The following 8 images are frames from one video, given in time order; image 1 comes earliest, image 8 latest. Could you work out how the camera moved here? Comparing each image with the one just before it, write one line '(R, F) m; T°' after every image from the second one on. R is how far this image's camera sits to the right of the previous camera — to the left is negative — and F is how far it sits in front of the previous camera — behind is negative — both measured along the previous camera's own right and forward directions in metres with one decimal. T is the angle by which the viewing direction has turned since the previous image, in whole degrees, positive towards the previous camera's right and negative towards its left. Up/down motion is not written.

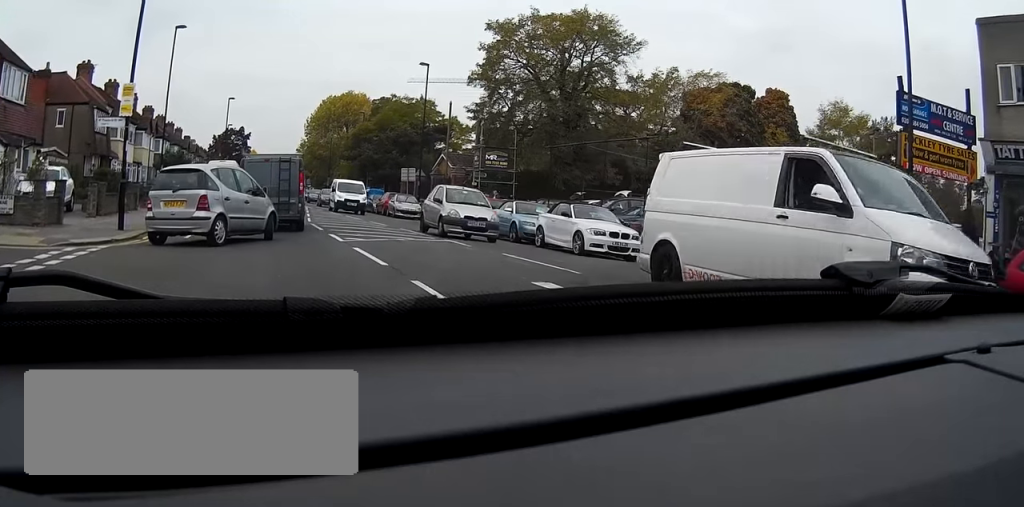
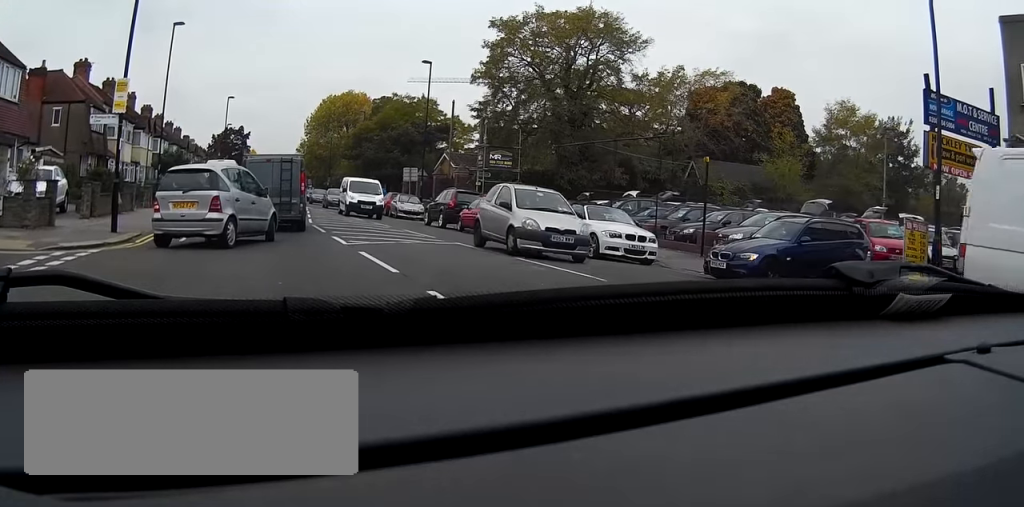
(+0.1, +0.8) m; 0°
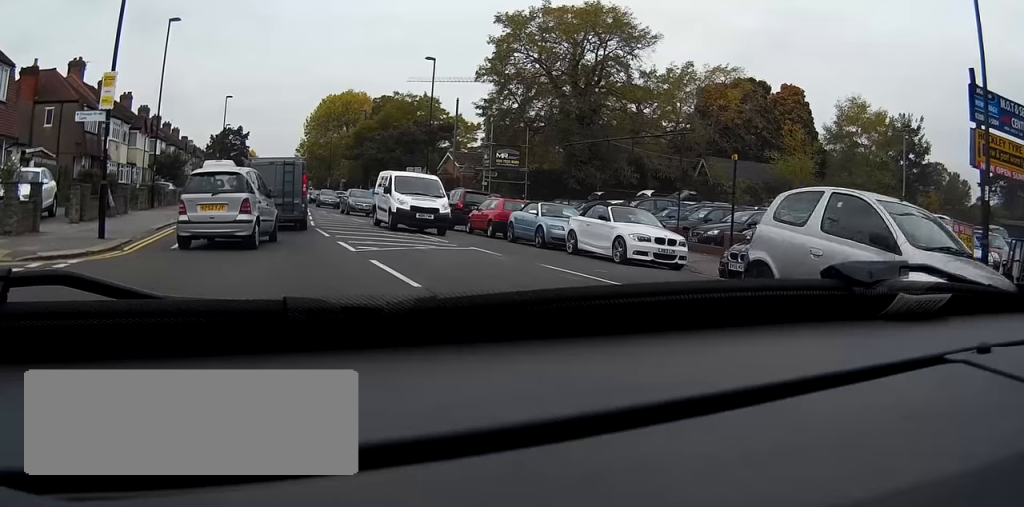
(0.0, +1.4) m; 0°
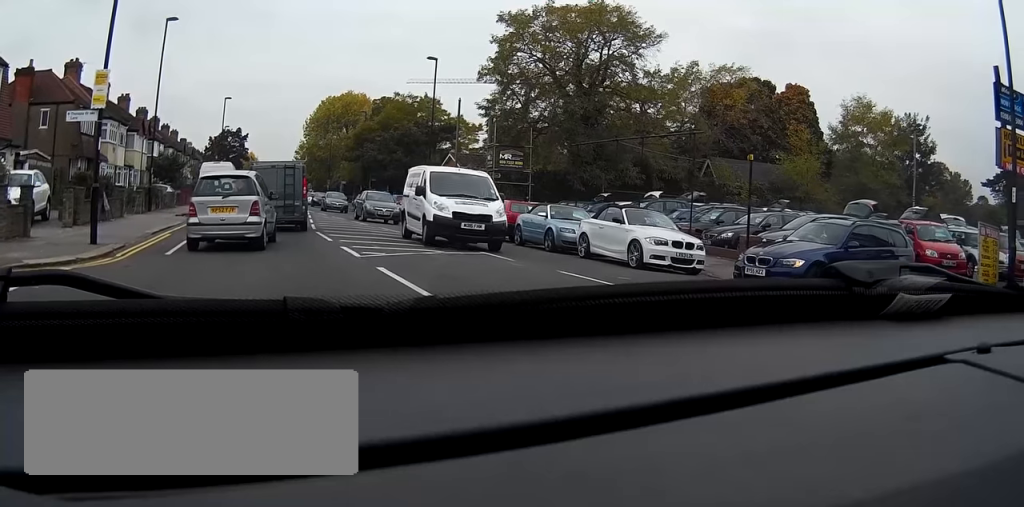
(0.0, +0.7) m; +1°
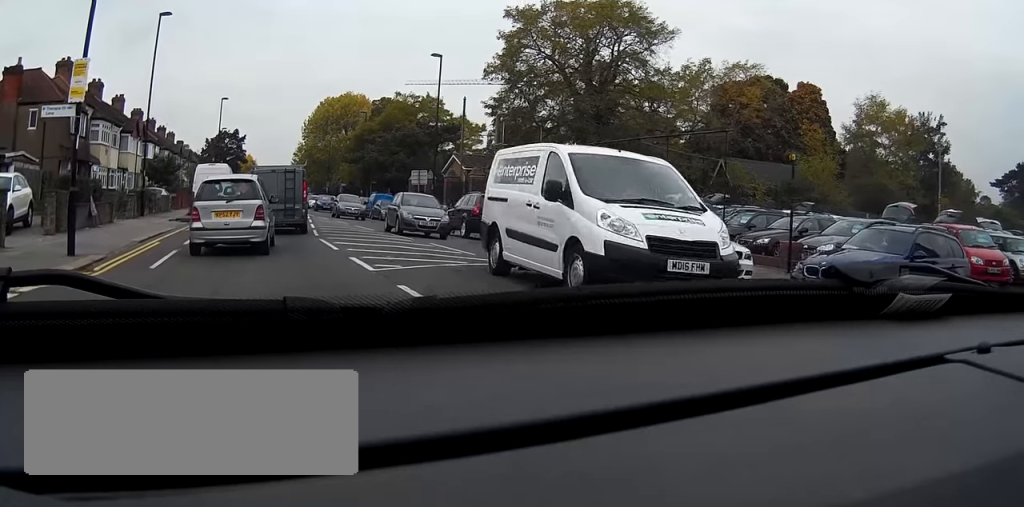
(+0.2, +1.4) m; +4°
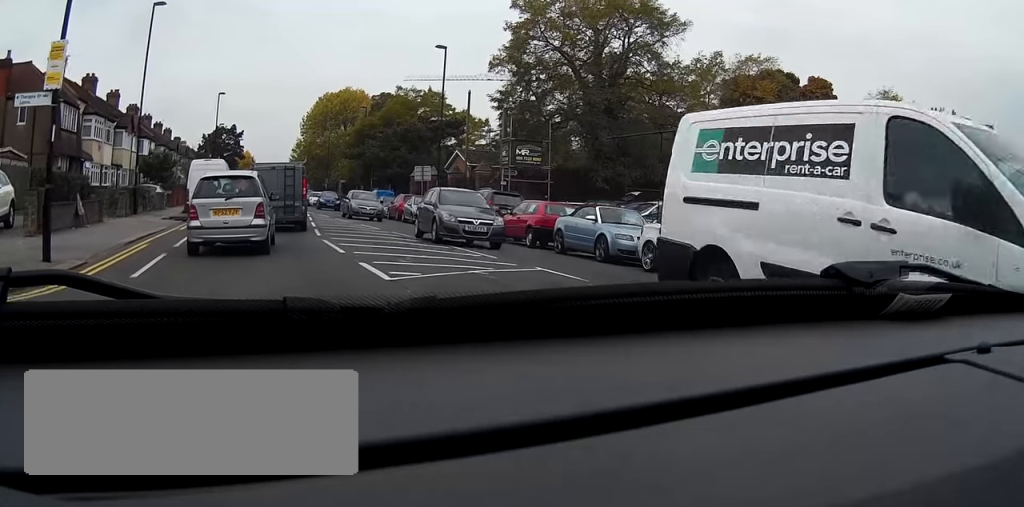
(0.0, +1.5) m; -1°
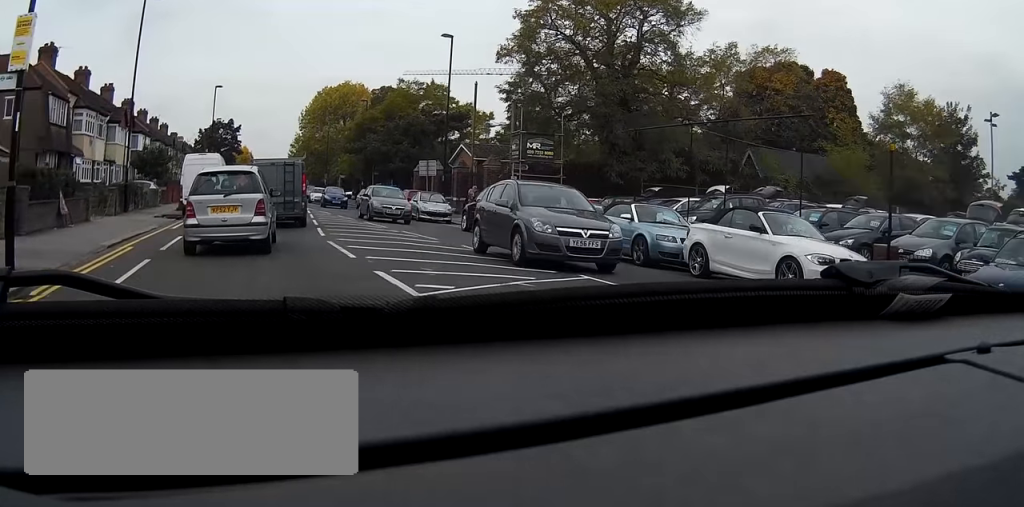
(0.0, +1.6) m; 0°
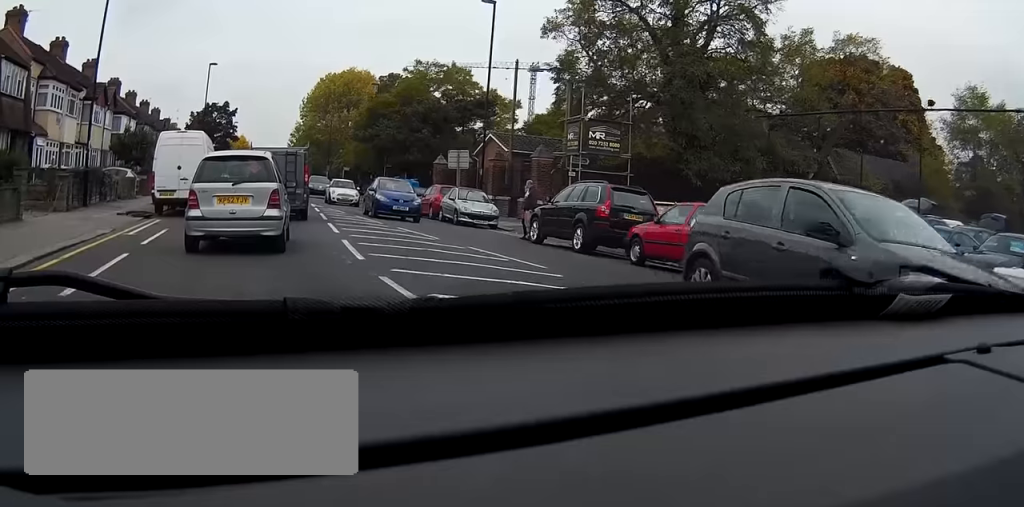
(+0.1, +7.0) m; +1°
